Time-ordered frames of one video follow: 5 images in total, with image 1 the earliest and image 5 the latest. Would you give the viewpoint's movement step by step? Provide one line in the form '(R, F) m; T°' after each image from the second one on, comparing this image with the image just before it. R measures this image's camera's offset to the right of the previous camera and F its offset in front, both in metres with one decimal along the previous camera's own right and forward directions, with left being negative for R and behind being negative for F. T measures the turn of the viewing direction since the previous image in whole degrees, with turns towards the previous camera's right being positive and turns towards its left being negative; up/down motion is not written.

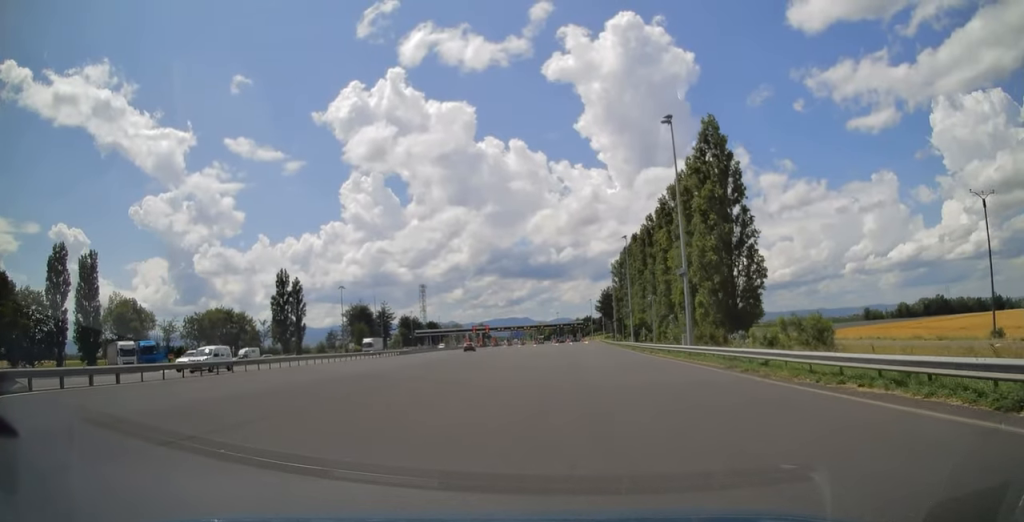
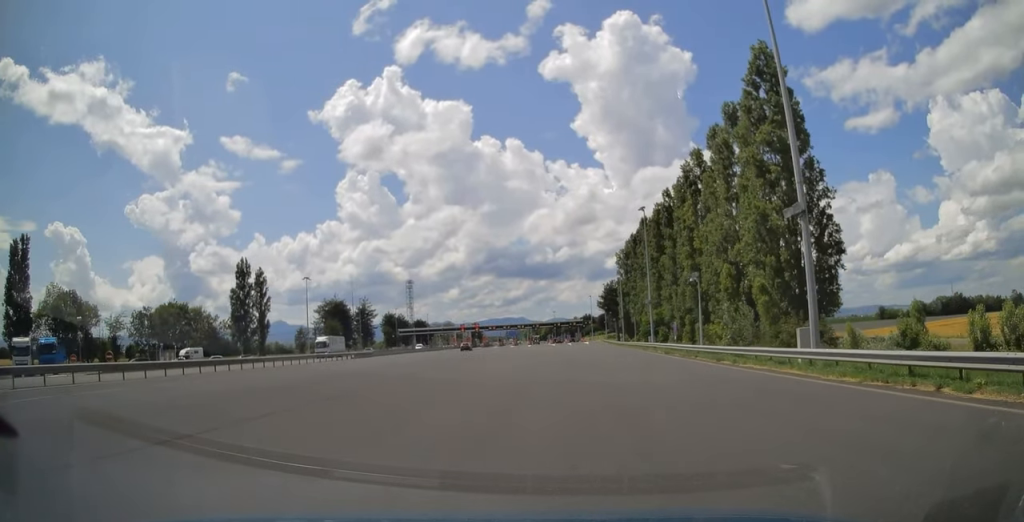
(+0.2, +19.6) m; 0°
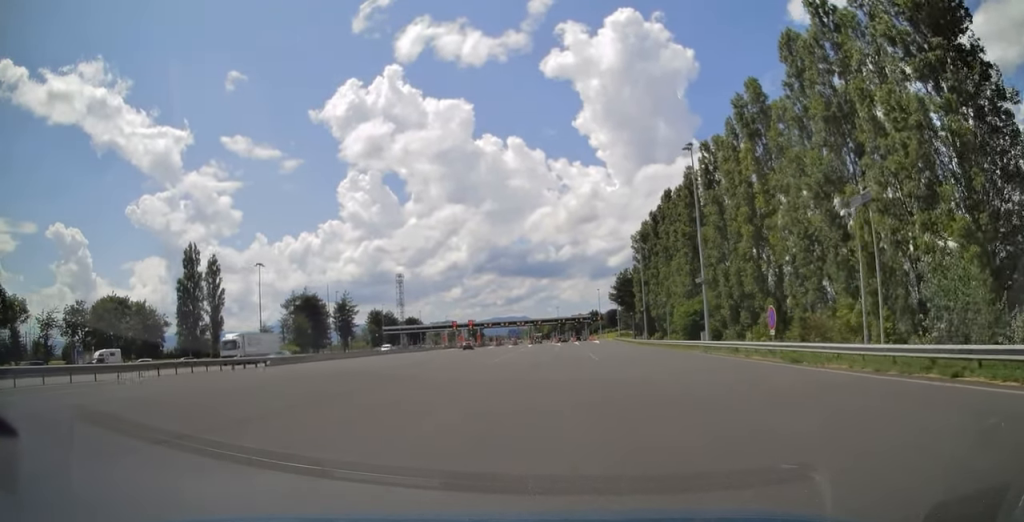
(-0.4, +22.8) m; -1°
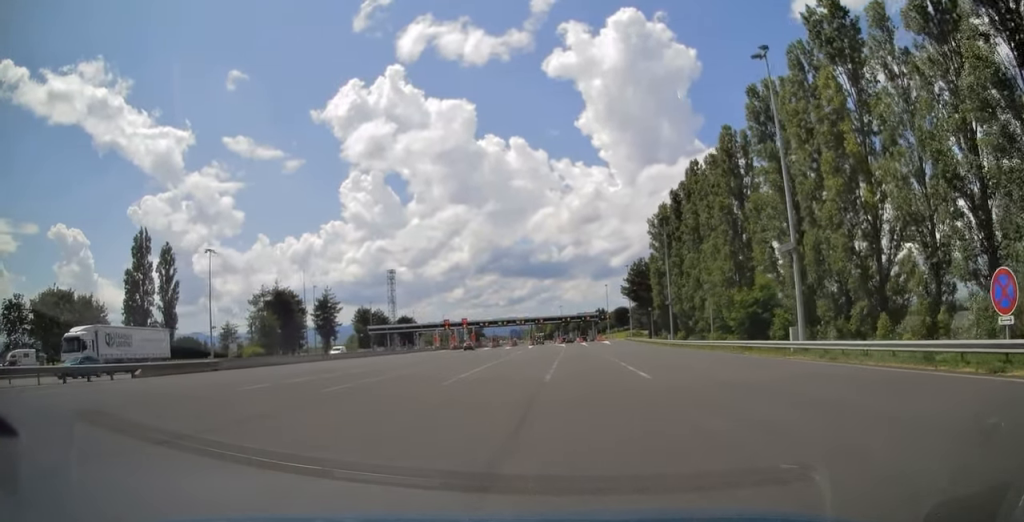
(0.0, +17.5) m; 0°
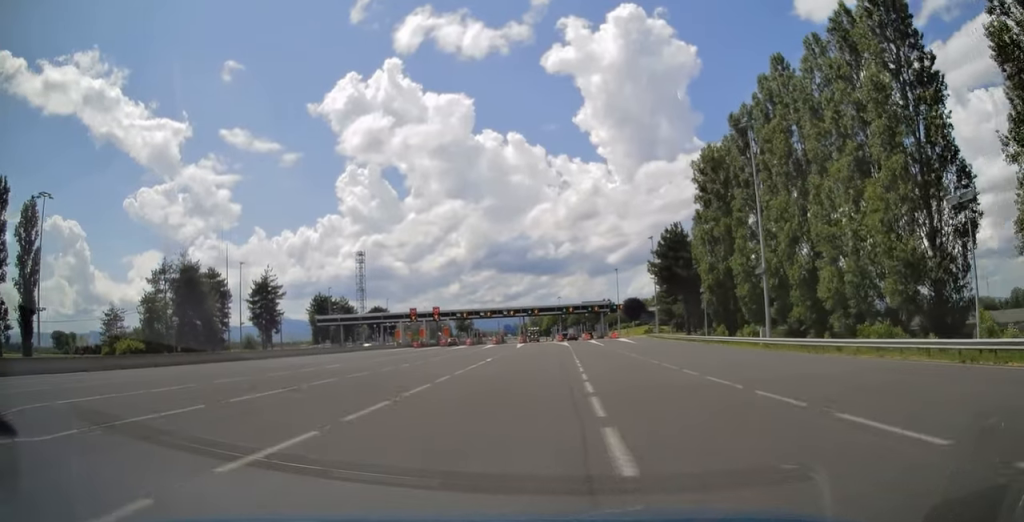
(+0.1, +34.5) m; 0°
